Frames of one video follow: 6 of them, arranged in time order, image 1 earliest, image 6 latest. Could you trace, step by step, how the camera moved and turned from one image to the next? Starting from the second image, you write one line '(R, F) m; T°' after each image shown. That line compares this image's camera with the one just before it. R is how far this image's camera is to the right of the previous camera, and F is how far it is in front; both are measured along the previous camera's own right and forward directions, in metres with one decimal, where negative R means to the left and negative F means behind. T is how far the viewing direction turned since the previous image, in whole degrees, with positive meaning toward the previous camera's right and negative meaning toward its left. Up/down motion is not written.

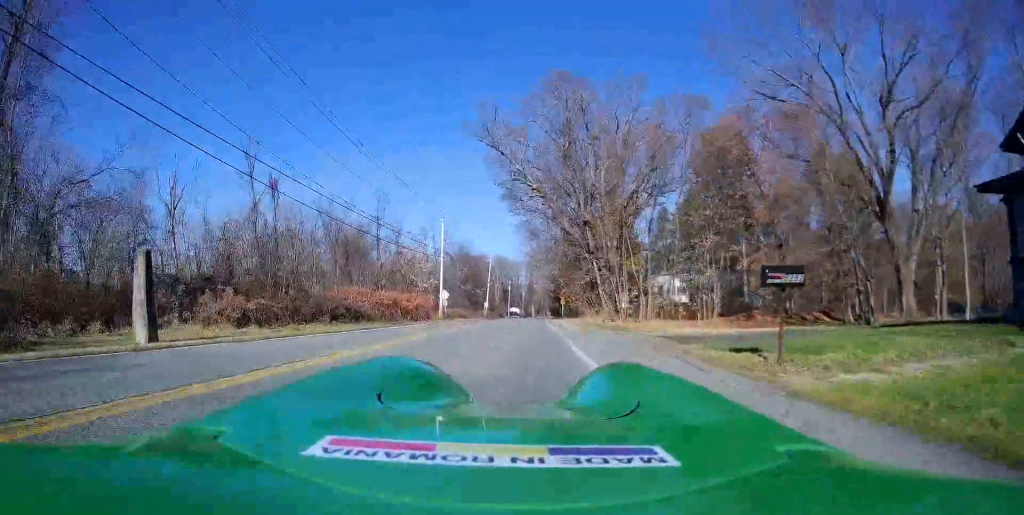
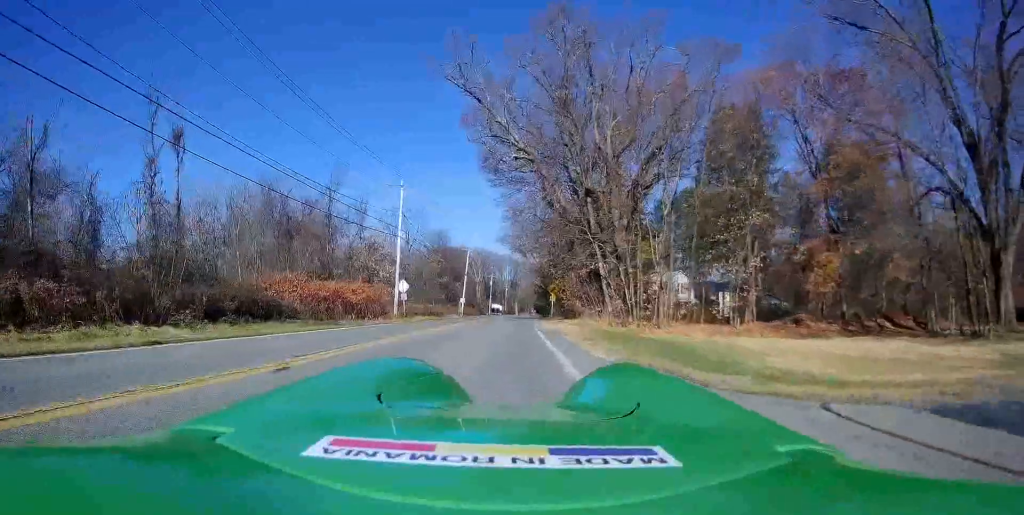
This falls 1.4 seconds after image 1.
(0.0, +12.7) m; +2°
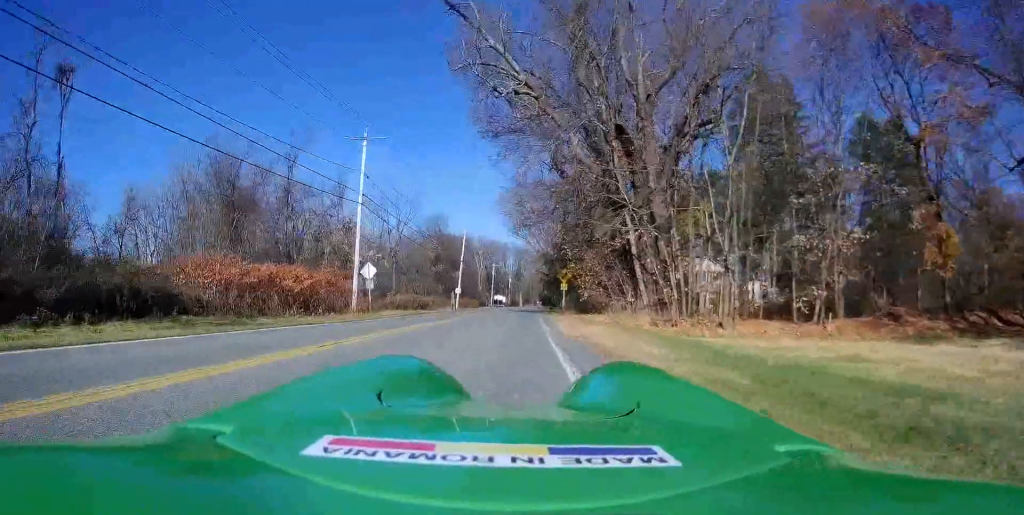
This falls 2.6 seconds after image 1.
(+0.2, +11.7) m; -1°
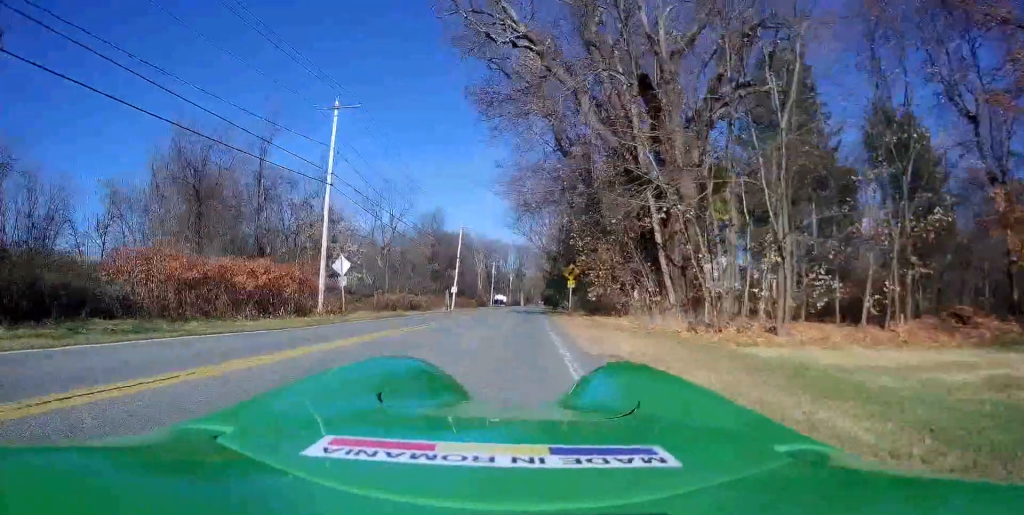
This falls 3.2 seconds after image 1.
(-0.2, +5.3) m; -2°
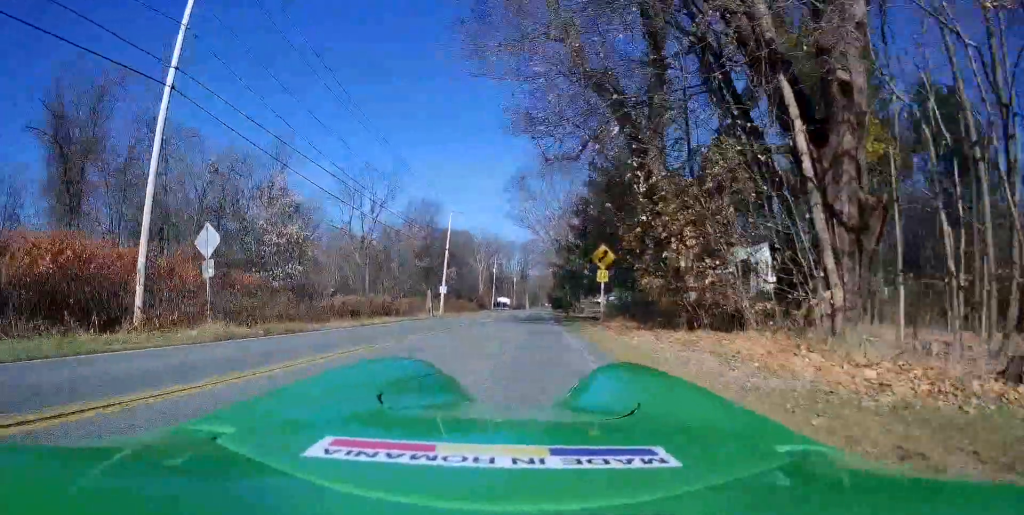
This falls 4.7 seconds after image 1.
(-0.5, +13.6) m; -4°
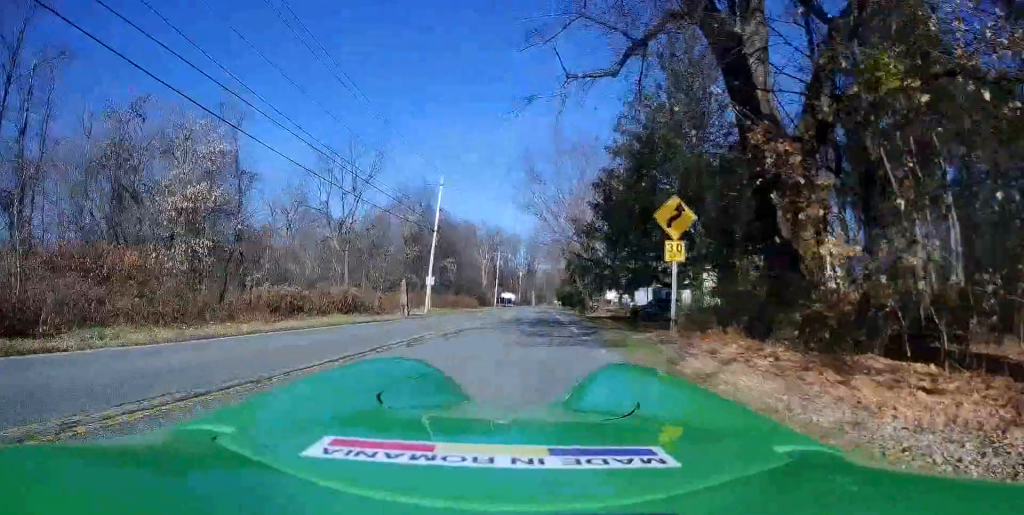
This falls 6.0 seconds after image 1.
(-0.1, +11.3) m; +3°
